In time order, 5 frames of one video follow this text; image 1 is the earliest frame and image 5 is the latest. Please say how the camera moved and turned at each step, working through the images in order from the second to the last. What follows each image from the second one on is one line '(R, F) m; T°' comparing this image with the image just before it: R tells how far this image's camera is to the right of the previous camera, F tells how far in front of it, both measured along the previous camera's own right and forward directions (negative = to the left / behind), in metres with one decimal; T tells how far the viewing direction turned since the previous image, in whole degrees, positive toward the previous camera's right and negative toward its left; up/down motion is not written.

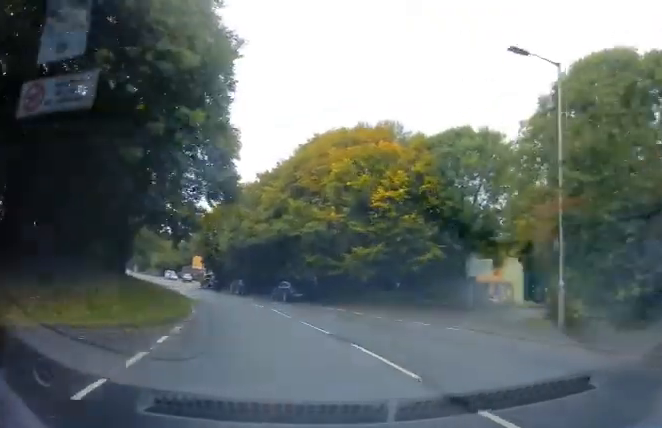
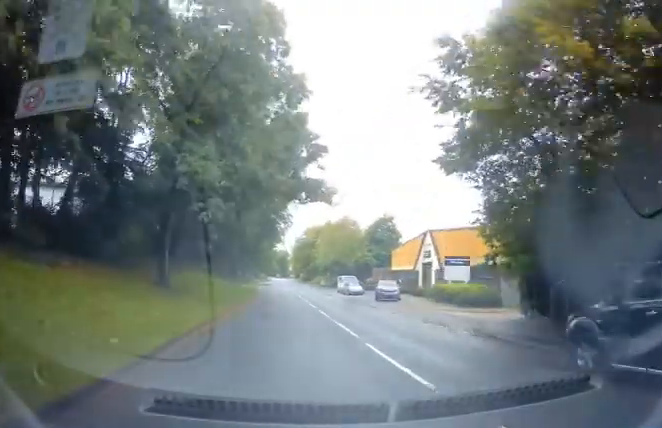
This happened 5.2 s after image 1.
(+0.8, +51.9) m; -9°
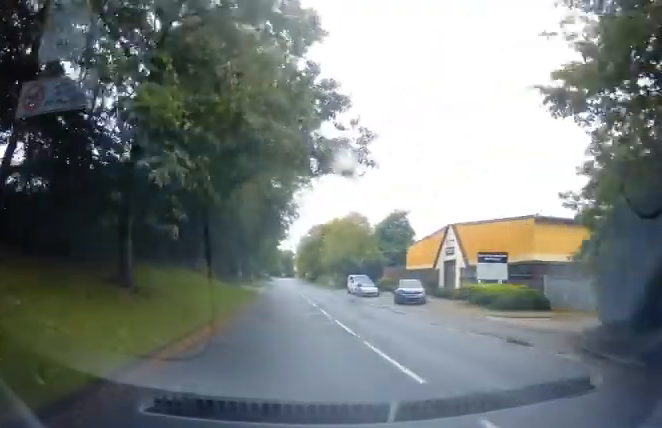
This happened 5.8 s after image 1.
(-0.3, +5.8) m; -1°
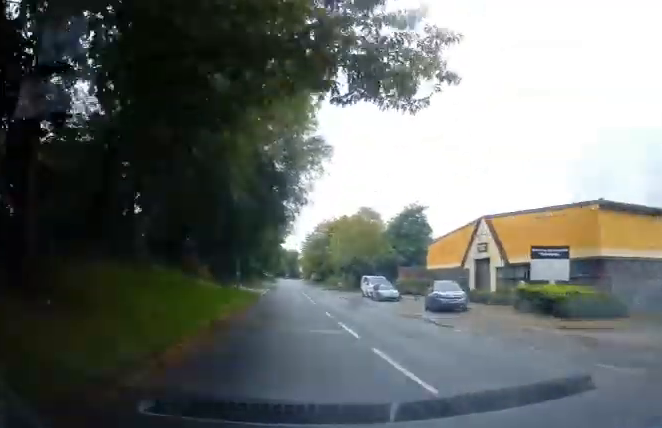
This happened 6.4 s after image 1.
(-0.1, +6.6) m; 0°
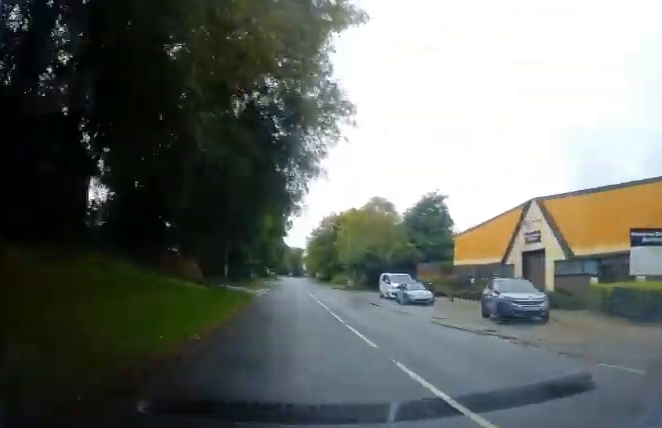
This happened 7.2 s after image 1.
(+0.1, +8.2) m; +1°
